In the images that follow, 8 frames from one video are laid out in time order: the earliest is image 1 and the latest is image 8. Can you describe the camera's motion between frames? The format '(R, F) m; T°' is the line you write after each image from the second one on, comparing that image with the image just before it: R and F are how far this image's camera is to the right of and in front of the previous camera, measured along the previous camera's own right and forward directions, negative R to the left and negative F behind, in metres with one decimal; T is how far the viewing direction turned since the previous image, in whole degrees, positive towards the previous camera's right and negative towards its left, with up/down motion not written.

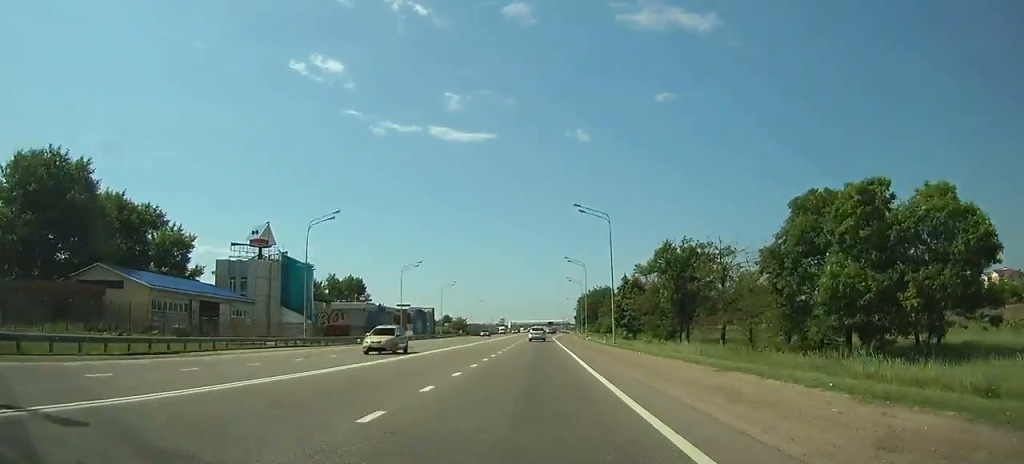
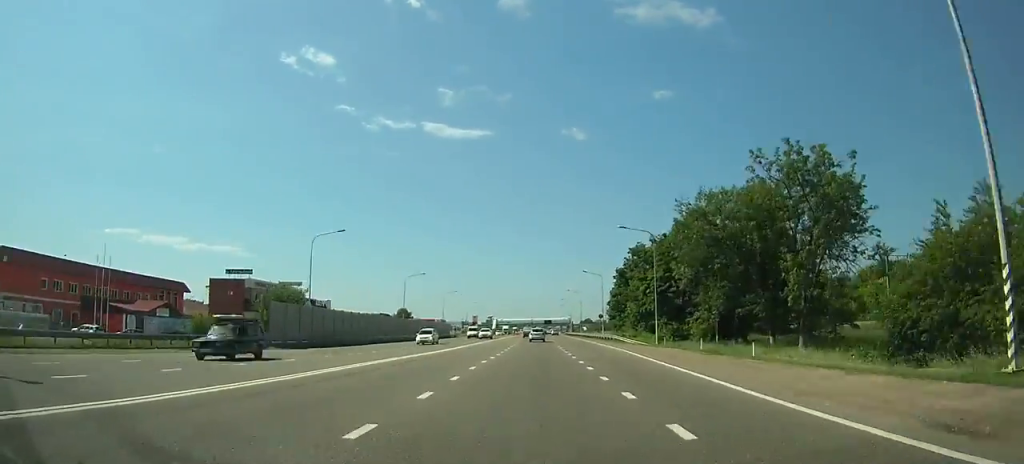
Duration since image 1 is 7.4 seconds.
(+1.0, +124.4) m; +1°
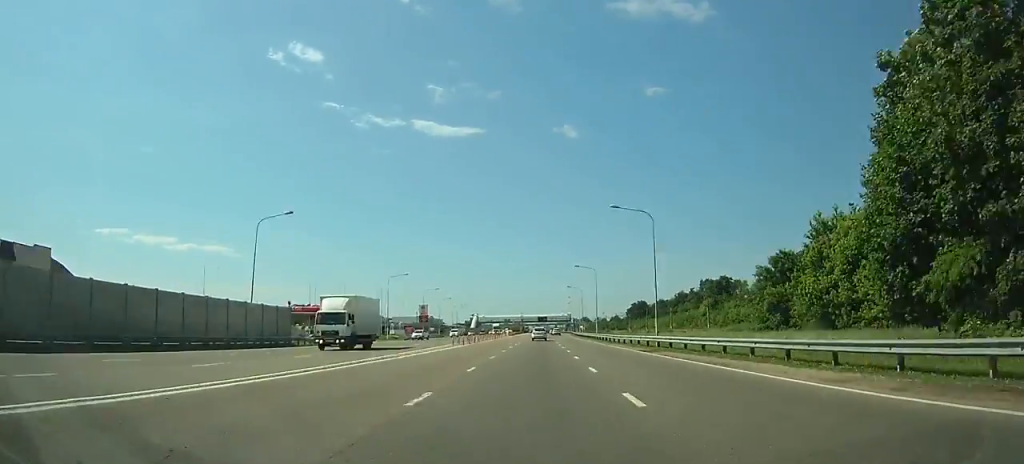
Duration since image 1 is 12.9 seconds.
(+0.5, +90.0) m; +1°
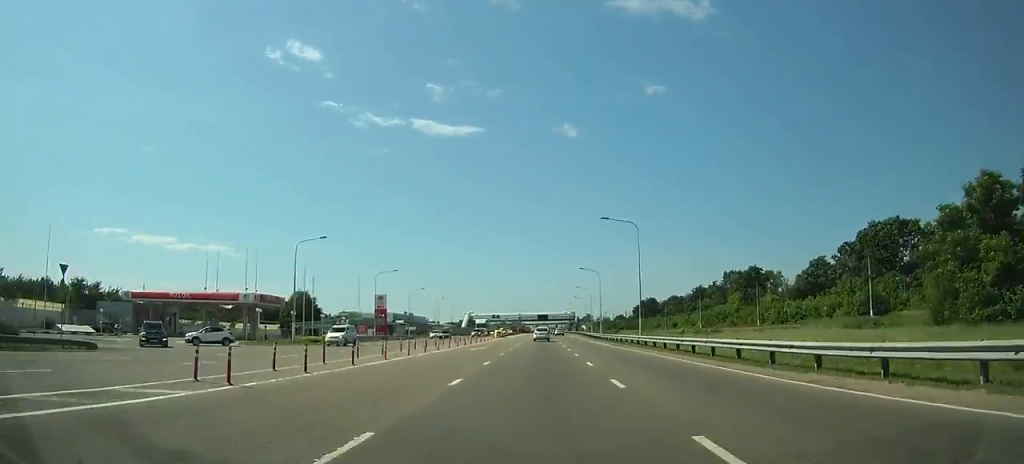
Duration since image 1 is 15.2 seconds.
(+0.1, +33.6) m; 0°
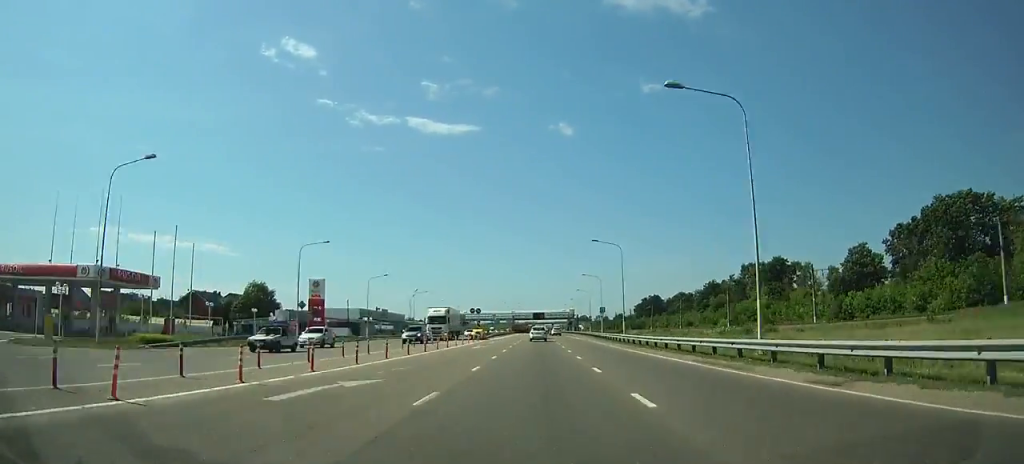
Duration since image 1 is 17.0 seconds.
(0.0, +24.8) m; 0°
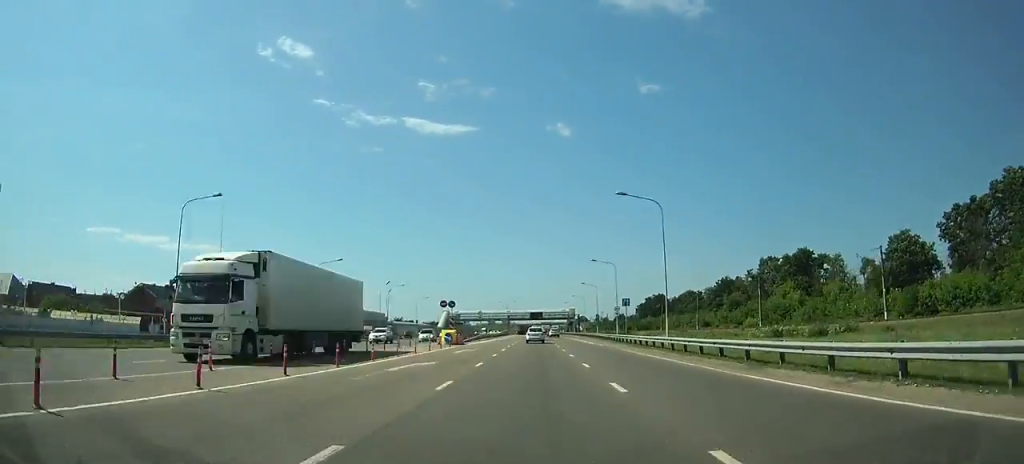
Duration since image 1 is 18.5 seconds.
(0.0, +20.0) m; 0°
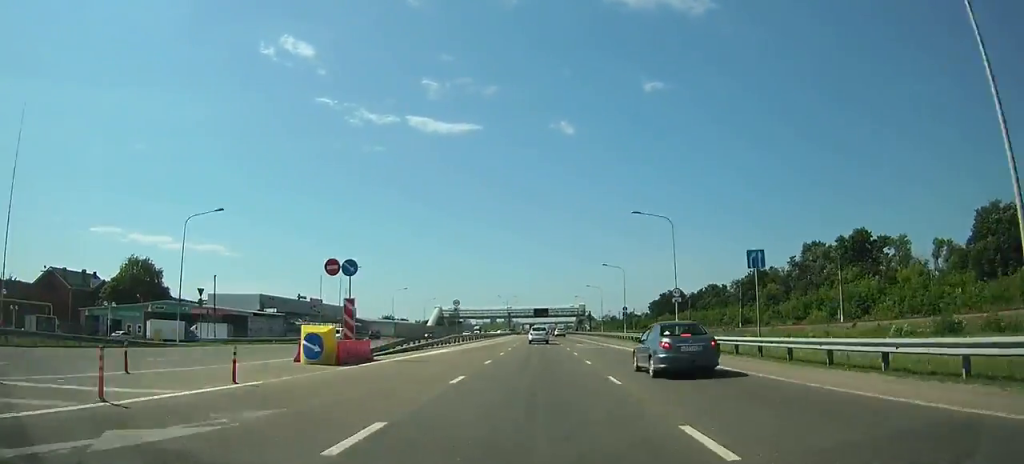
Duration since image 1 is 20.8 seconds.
(+0.1, +30.0) m; 0°
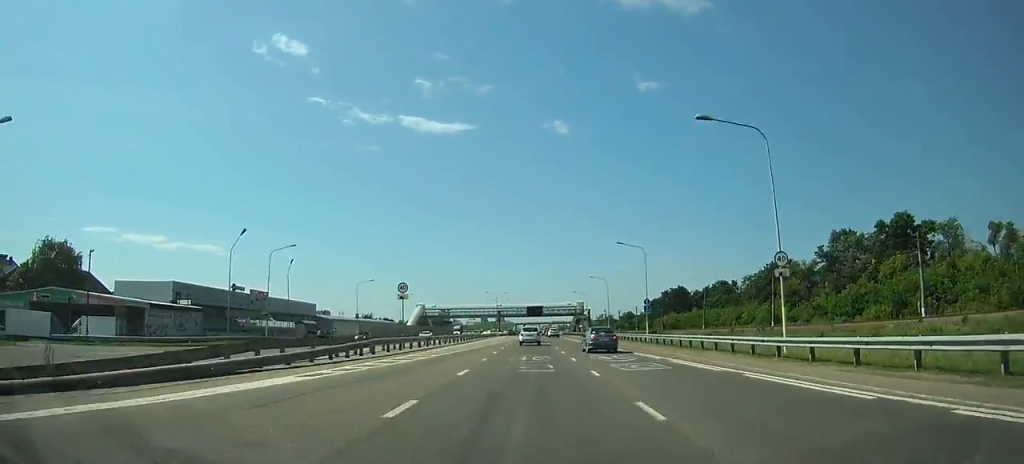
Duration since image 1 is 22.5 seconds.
(0.0, +21.9) m; 0°
